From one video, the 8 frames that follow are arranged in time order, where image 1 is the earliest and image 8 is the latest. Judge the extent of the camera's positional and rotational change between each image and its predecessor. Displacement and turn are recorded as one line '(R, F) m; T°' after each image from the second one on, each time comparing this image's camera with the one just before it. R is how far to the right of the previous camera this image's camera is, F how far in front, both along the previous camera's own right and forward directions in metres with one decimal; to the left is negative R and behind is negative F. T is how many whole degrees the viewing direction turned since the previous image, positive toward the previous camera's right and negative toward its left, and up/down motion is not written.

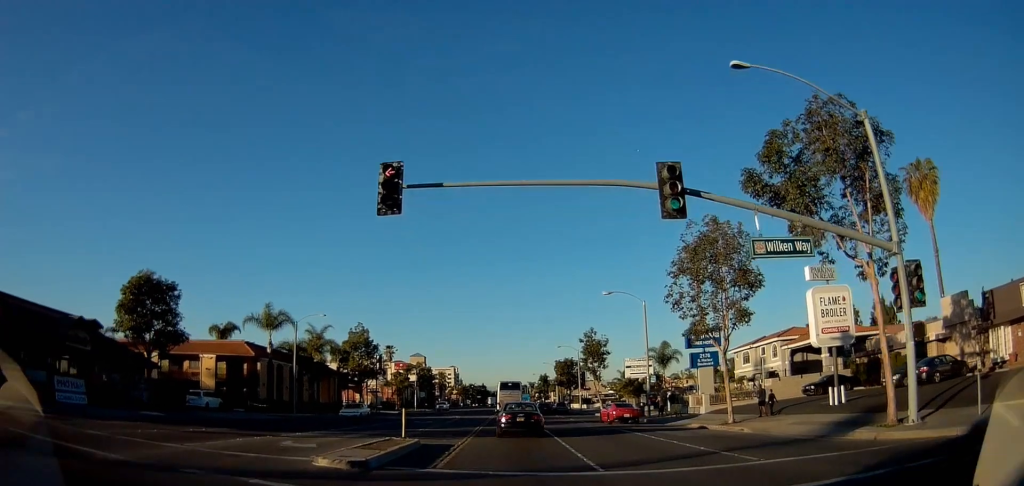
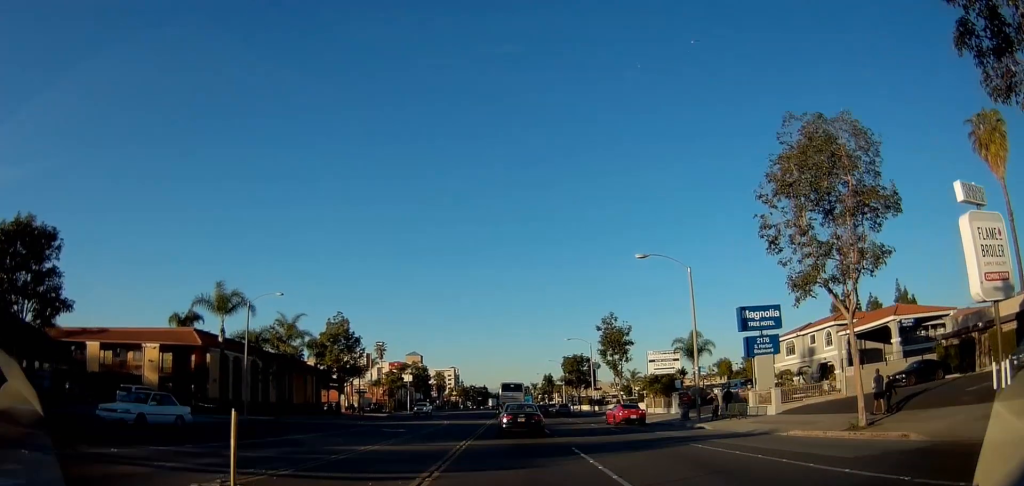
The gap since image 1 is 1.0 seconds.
(-0.2, +11.4) m; +1°
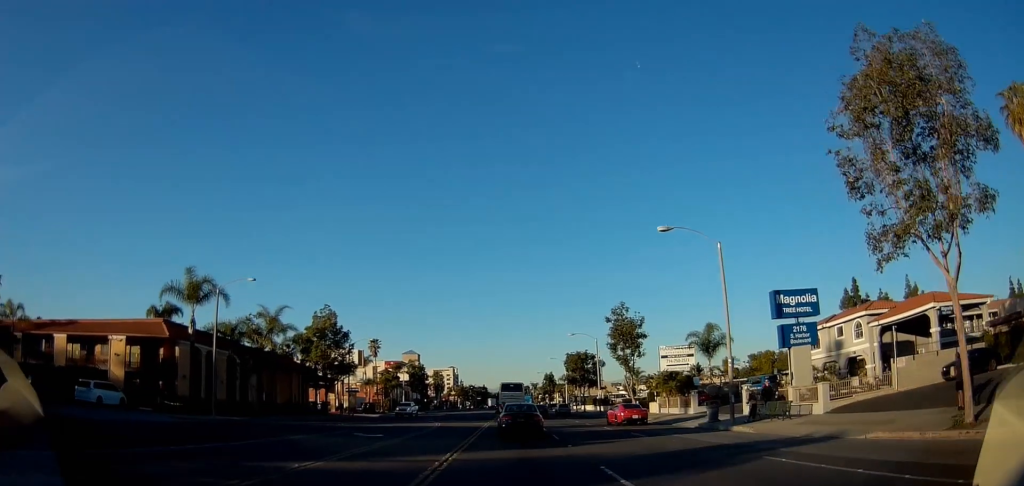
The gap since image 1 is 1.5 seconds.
(+0.2, +5.2) m; +2°
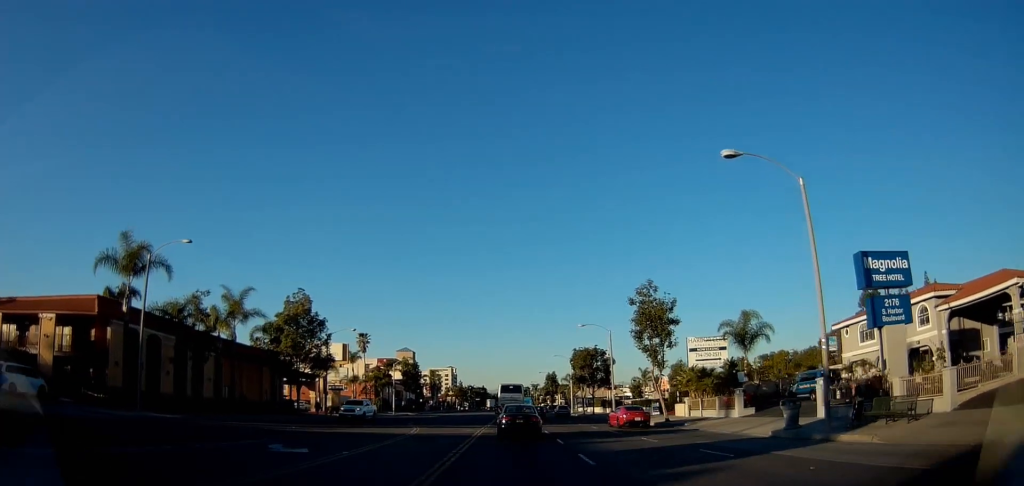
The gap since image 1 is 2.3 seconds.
(+0.1, +8.9) m; +1°
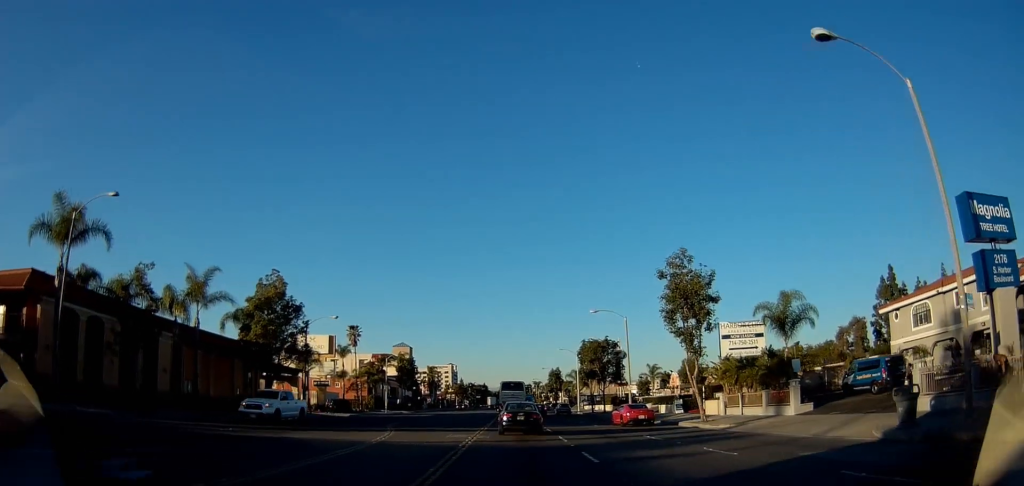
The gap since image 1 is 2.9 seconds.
(0.0, +7.4) m; 0°
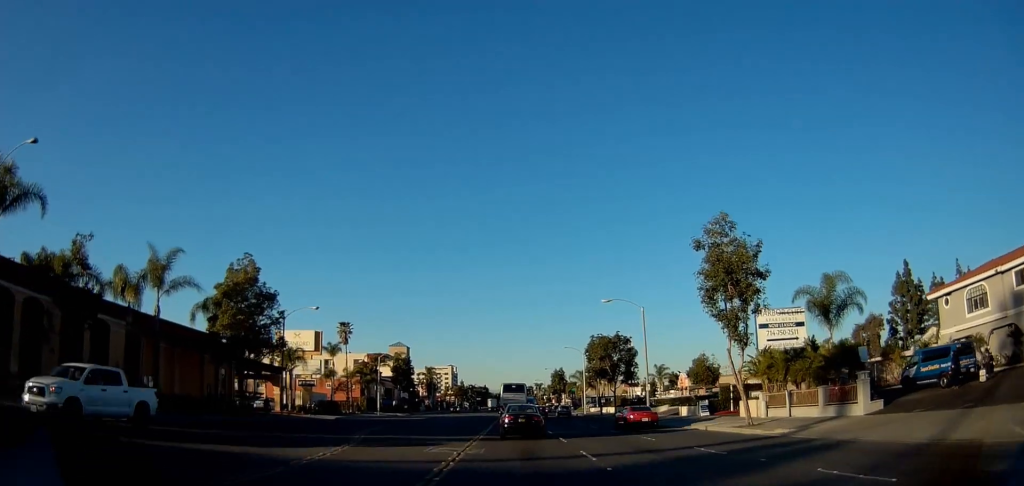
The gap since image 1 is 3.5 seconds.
(0.0, +6.3) m; 0°
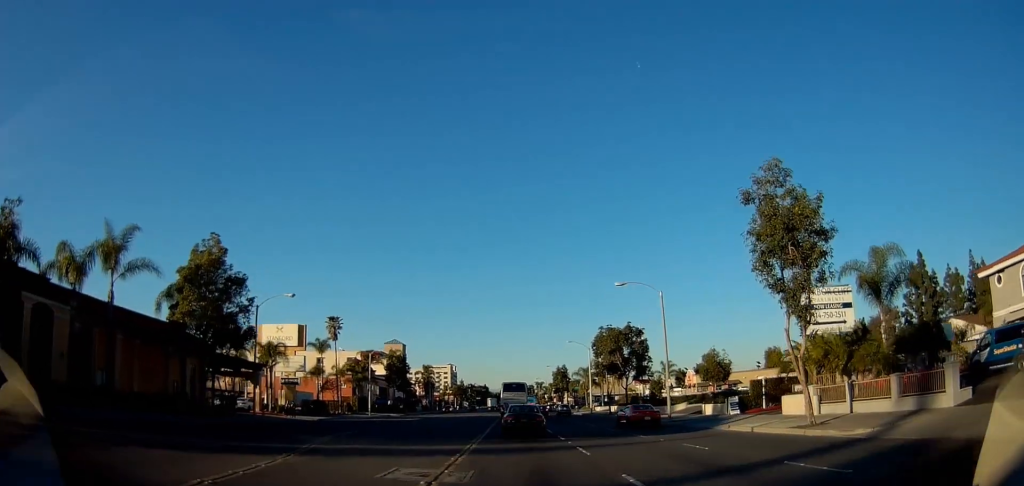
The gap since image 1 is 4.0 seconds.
(0.0, +6.0) m; -1°
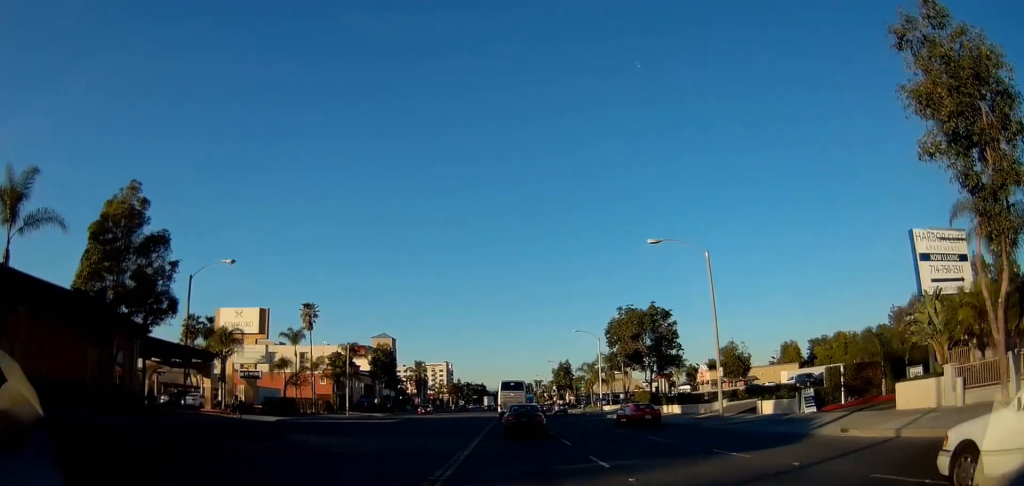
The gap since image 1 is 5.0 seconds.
(-0.2, +10.4) m; -2°
